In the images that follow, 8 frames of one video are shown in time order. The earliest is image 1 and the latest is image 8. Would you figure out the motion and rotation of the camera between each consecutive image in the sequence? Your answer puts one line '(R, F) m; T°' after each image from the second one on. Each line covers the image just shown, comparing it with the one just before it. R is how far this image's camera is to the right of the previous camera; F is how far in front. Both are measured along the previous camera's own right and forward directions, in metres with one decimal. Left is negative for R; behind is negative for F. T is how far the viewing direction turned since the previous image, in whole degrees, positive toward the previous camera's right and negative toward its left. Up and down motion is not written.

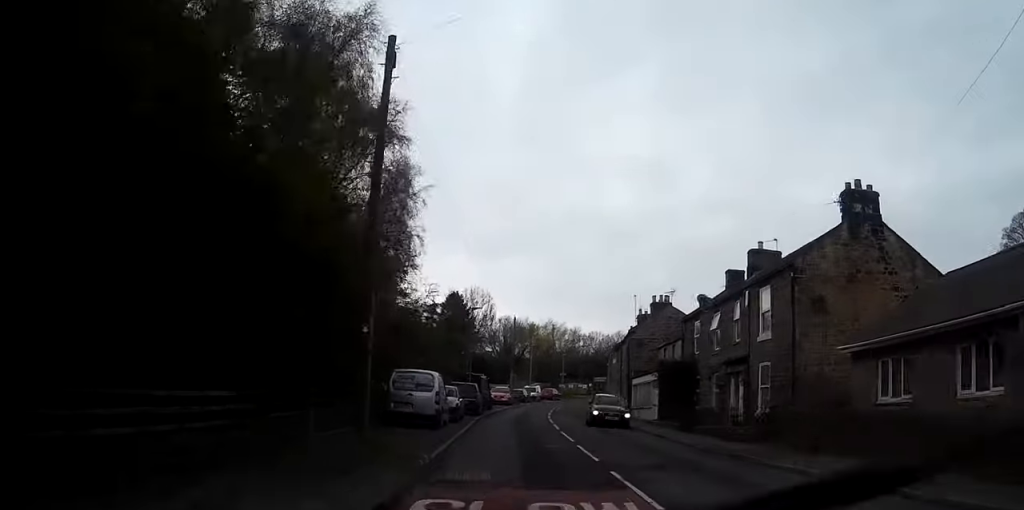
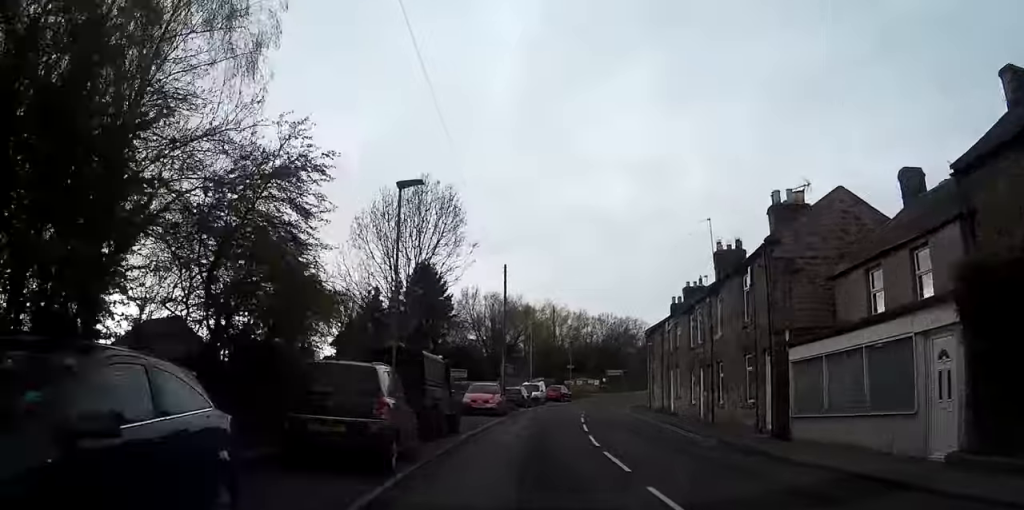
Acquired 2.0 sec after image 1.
(-0.1, +25.3) m; 0°
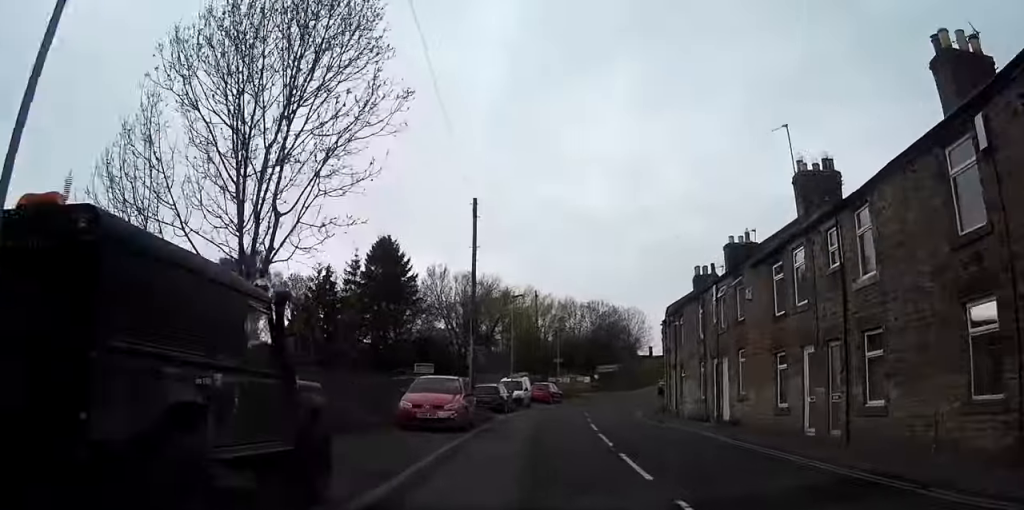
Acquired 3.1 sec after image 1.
(+0.1, +13.0) m; +2°
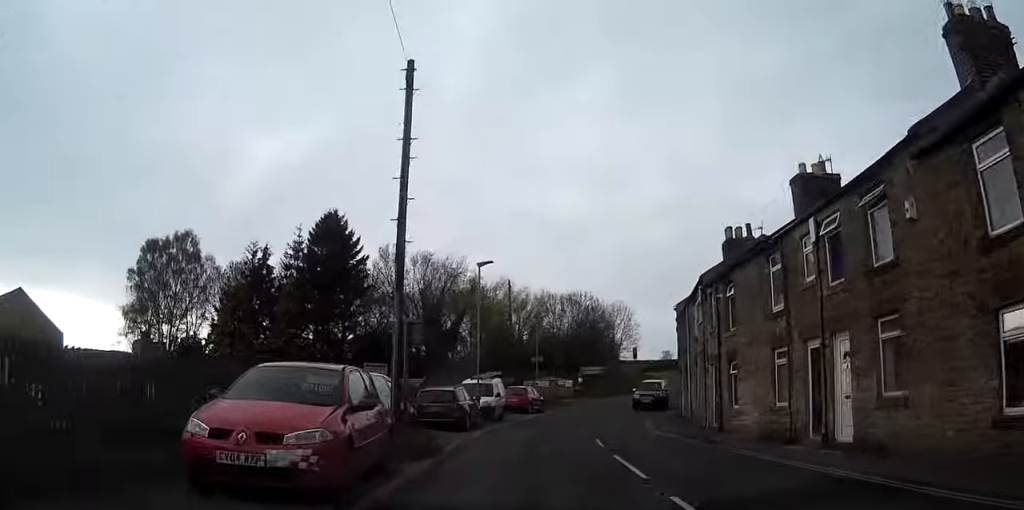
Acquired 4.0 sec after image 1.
(+0.4, +11.3) m; +2°
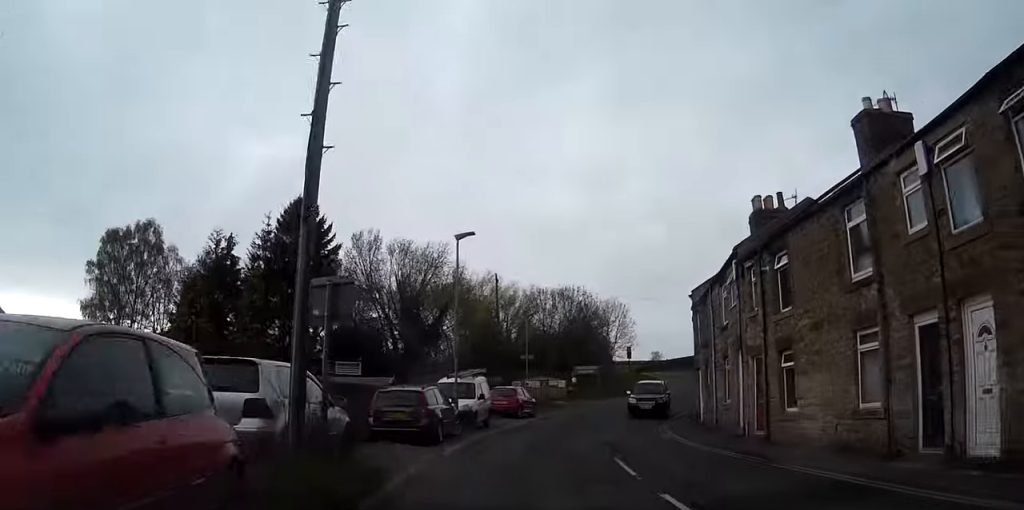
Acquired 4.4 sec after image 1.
(+0.1, +5.4) m; +1°
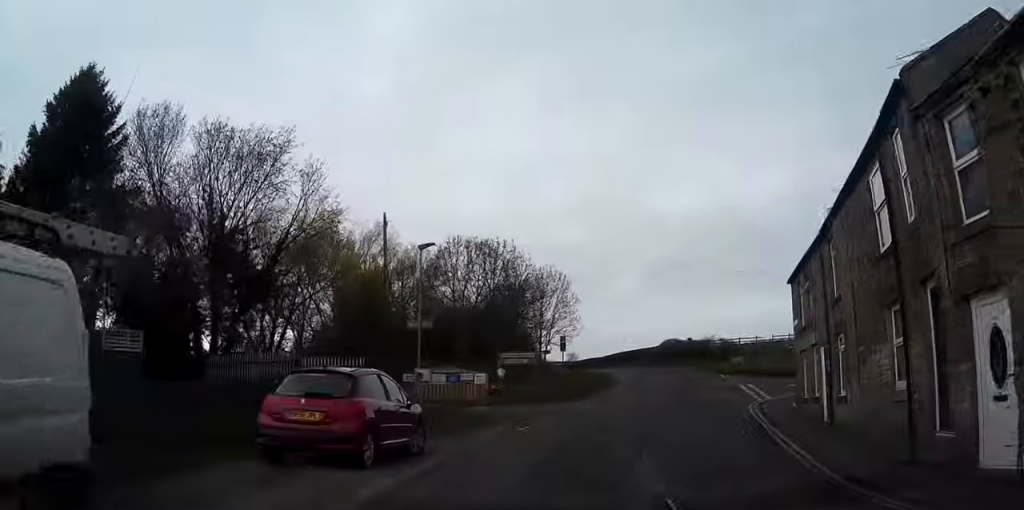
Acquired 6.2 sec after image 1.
(+1.1, +22.4) m; +8°
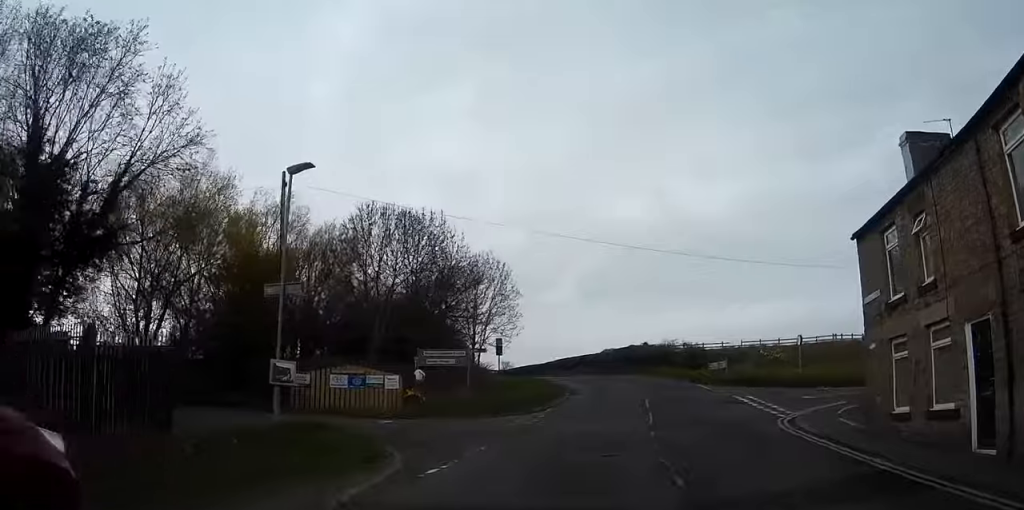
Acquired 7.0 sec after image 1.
(+0.4, +9.6) m; +5°
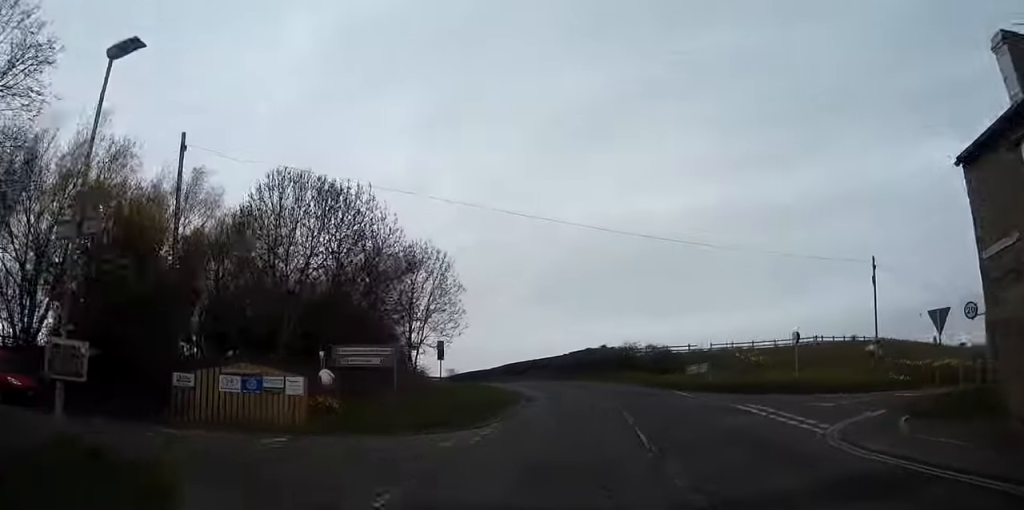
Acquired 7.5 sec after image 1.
(+0.3, +6.8) m; +3°
